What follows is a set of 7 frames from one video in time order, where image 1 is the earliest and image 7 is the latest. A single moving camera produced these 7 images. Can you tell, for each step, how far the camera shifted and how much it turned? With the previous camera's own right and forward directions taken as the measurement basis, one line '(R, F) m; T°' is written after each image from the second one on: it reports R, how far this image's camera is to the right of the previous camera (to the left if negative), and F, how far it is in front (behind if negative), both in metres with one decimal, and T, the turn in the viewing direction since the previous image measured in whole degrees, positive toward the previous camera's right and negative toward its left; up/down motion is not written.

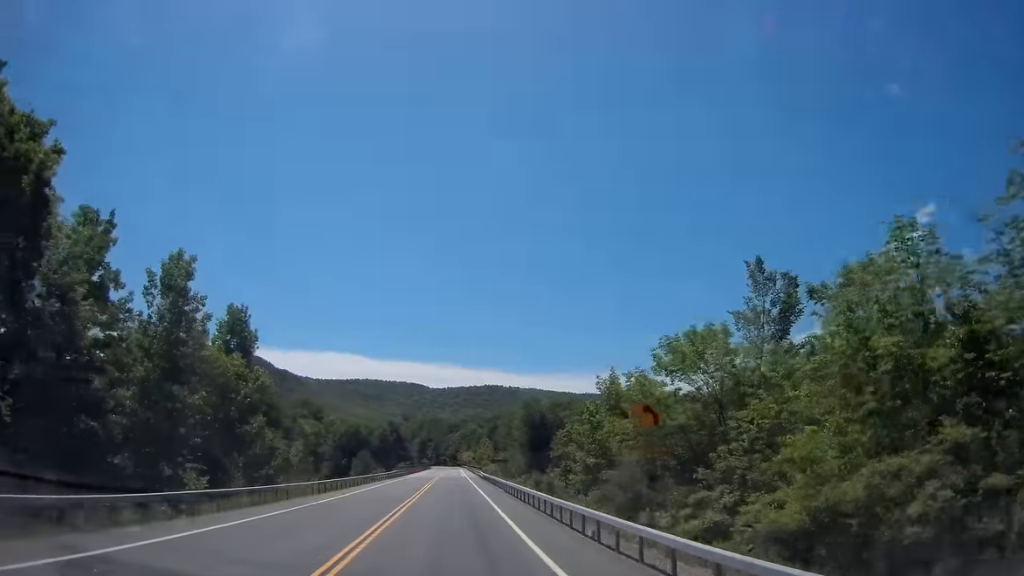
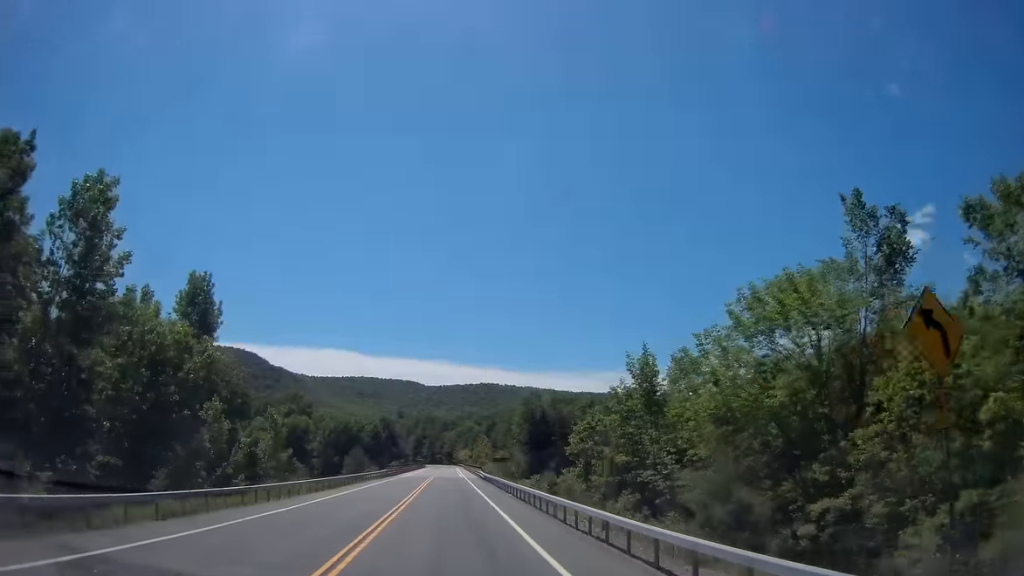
(0.0, +10.1) m; 0°
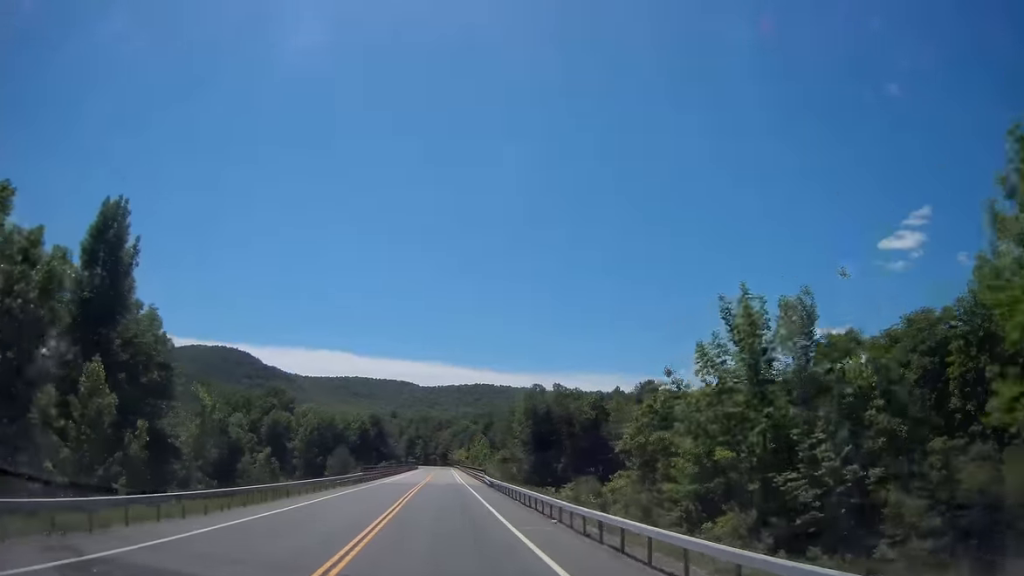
(0.0, +16.2) m; +1°
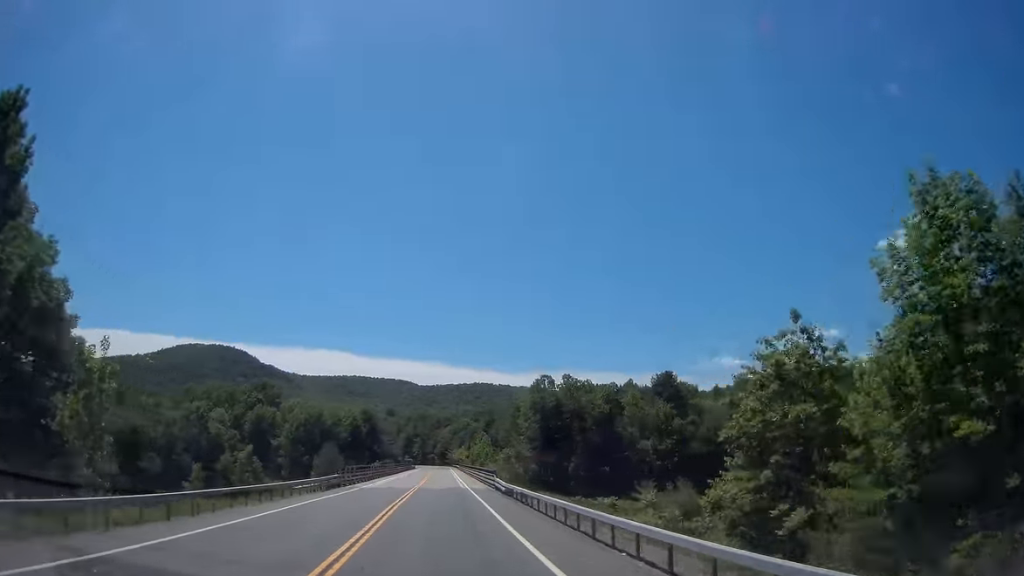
(0.0, +13.8) m; +1°
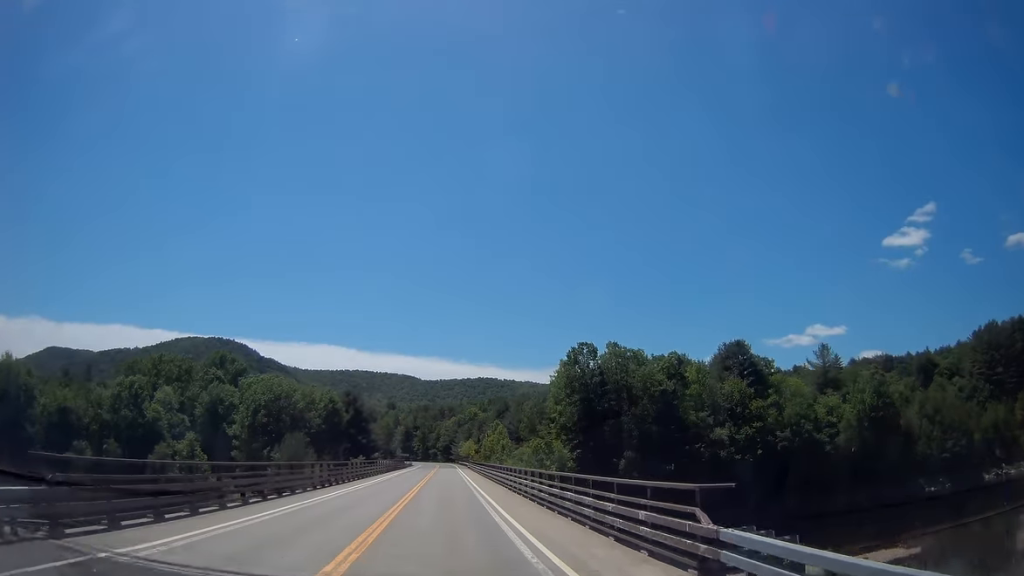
(+0.1, +35.2) m; 0°
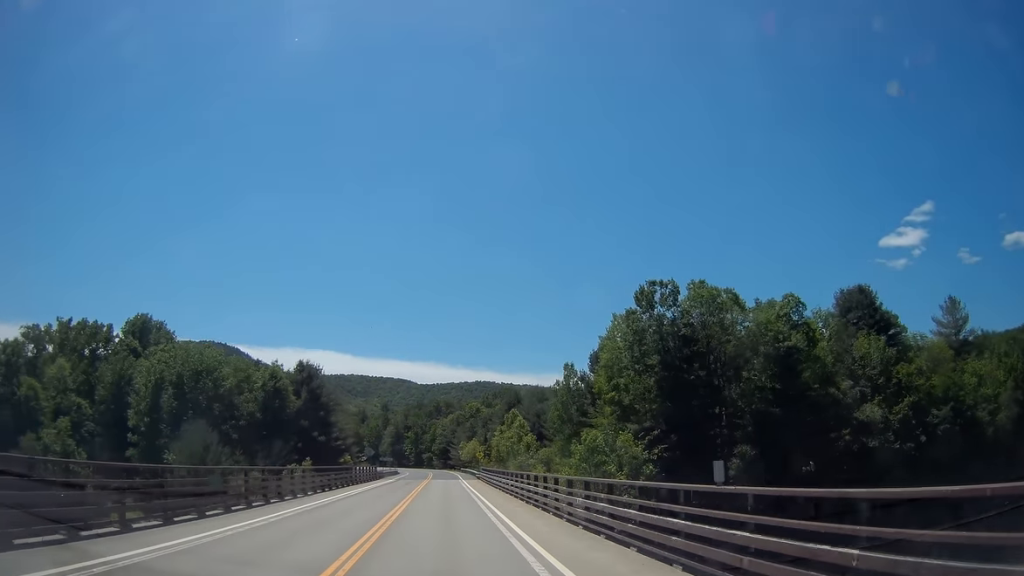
(+0.2, +38.8) m; +1°
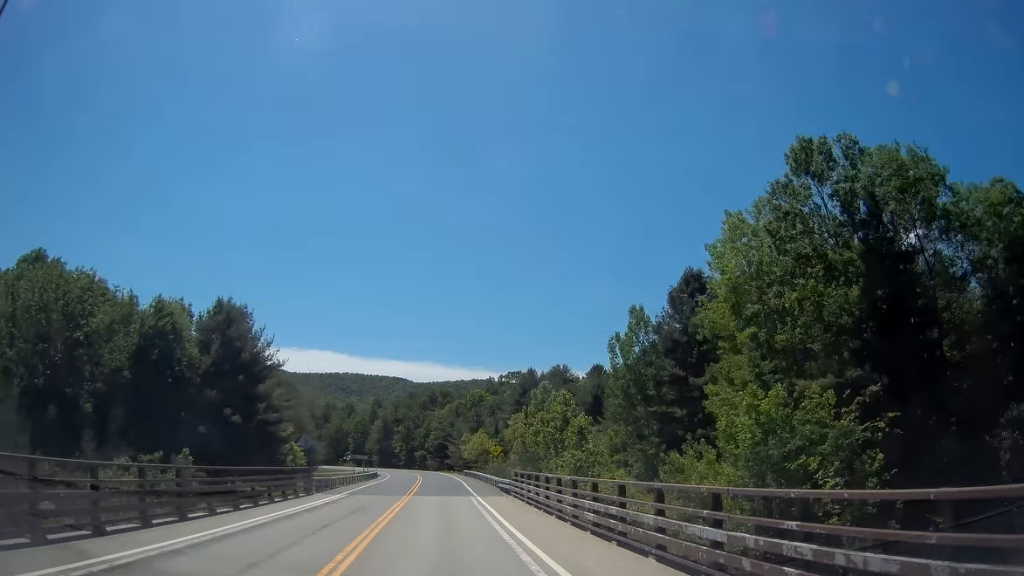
(+0.1, +33.2) m; -1°
